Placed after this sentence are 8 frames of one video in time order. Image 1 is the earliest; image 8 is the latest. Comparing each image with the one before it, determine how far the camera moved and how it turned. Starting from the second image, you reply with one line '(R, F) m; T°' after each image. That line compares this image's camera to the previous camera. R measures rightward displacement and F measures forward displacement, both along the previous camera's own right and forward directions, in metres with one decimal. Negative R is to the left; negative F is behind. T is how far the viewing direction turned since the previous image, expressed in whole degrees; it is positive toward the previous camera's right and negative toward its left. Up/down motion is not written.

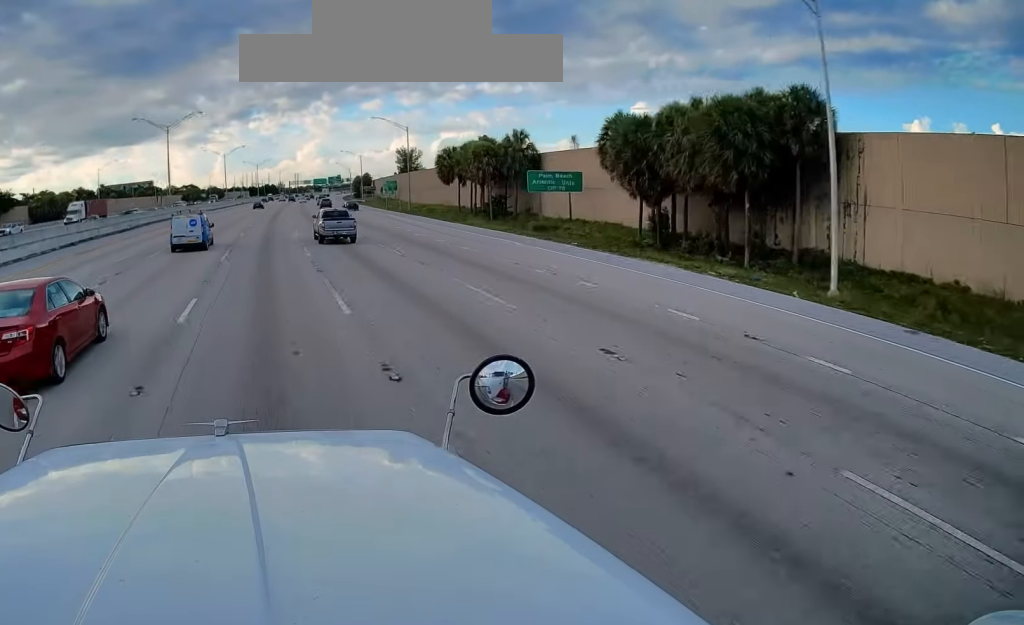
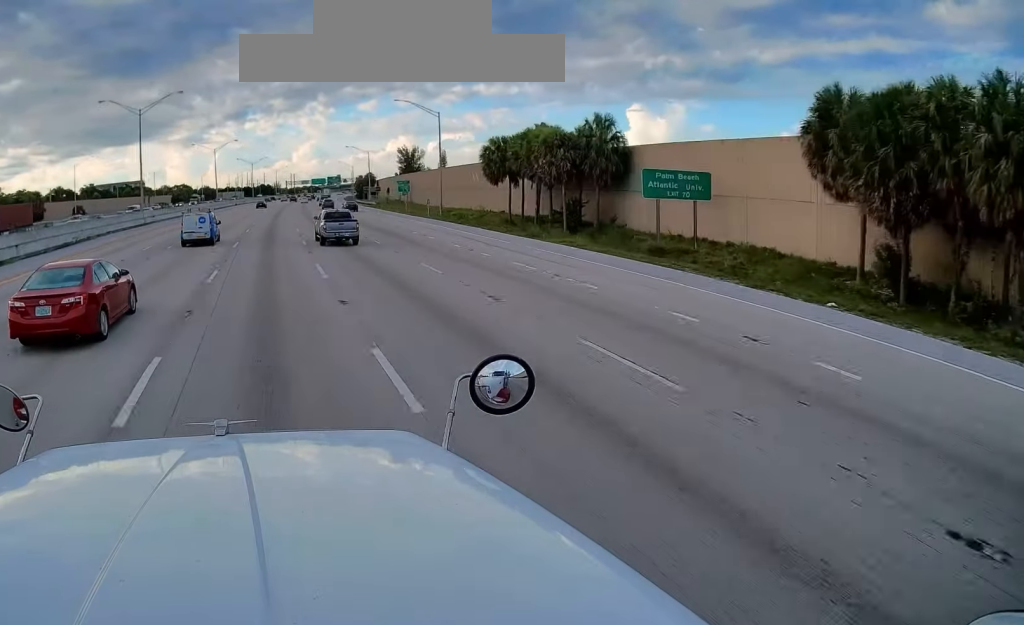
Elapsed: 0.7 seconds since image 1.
(0.0, +19.7) m; 0°
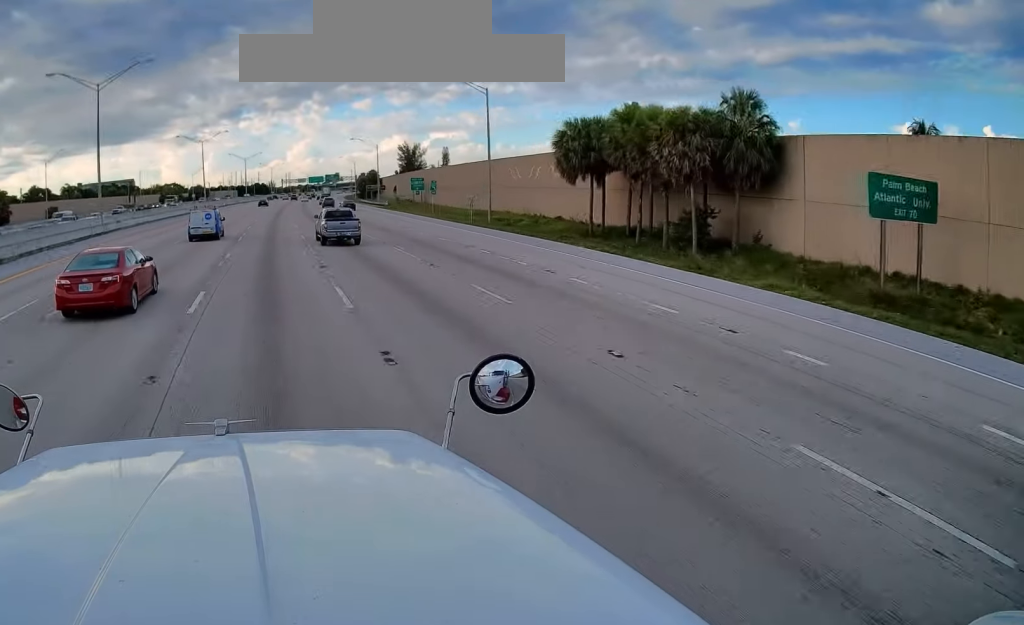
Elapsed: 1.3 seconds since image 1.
(+0.1, +17.7) m; 0°
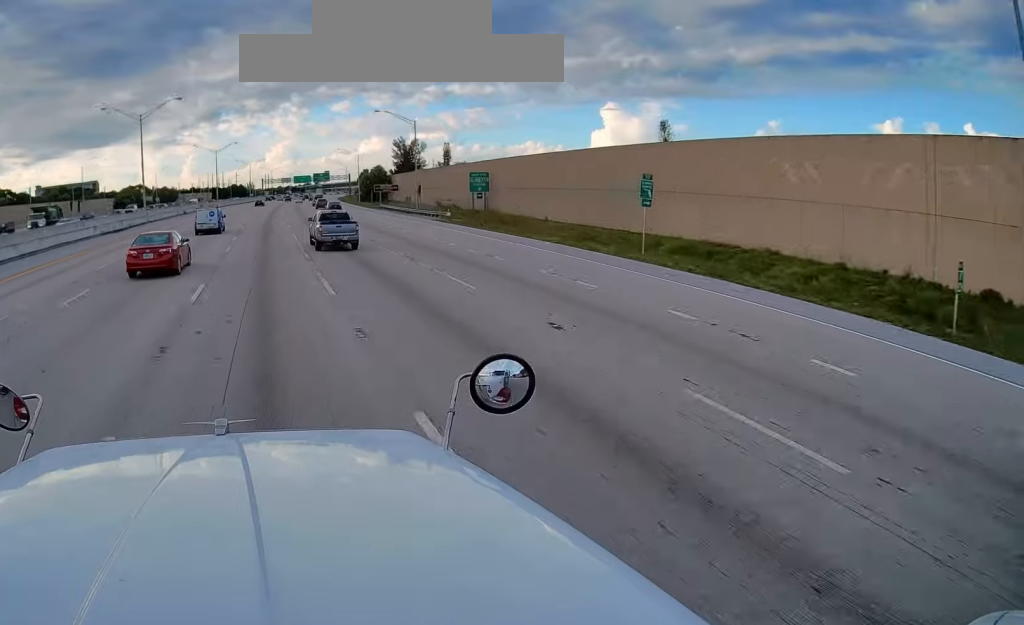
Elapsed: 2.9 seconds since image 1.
(+0.2, +47.2) m; +1°
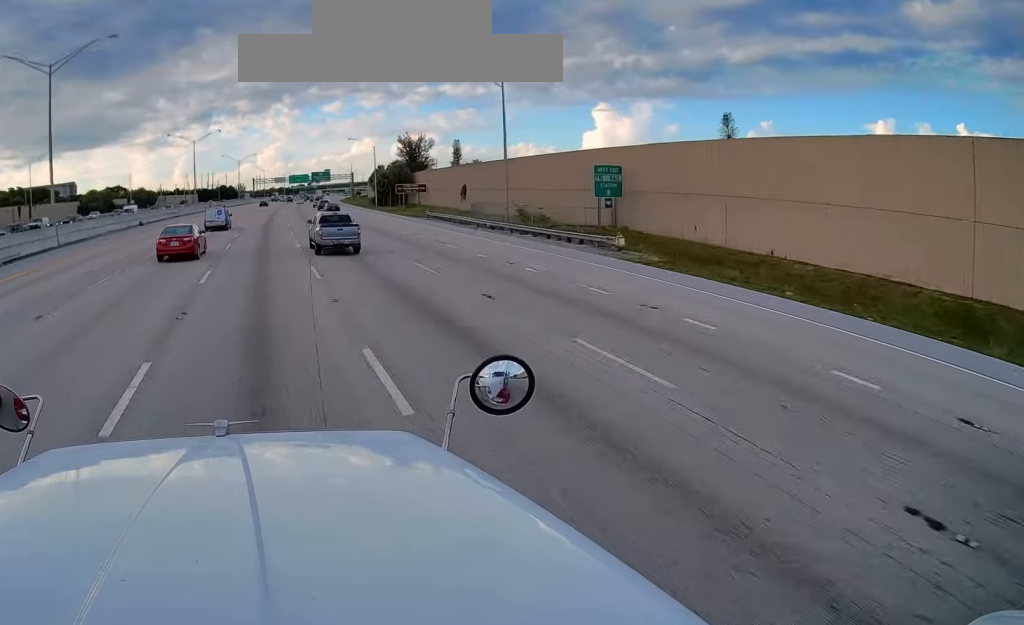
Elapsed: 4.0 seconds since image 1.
(+0.4, +32.7) m; +1°
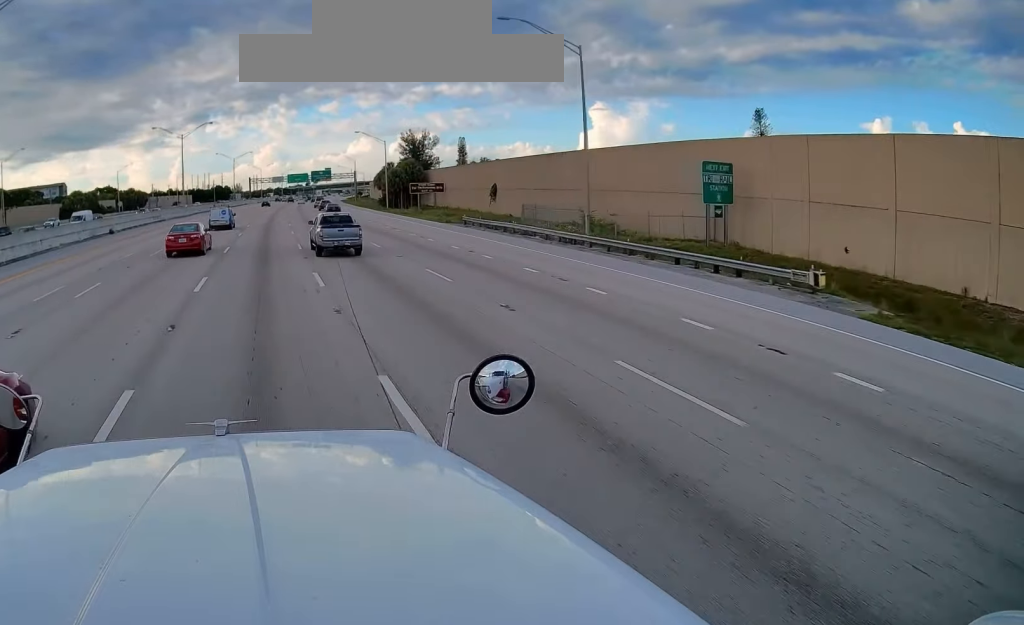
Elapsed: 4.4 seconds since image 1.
(+0.1, +13.9) m; 0°
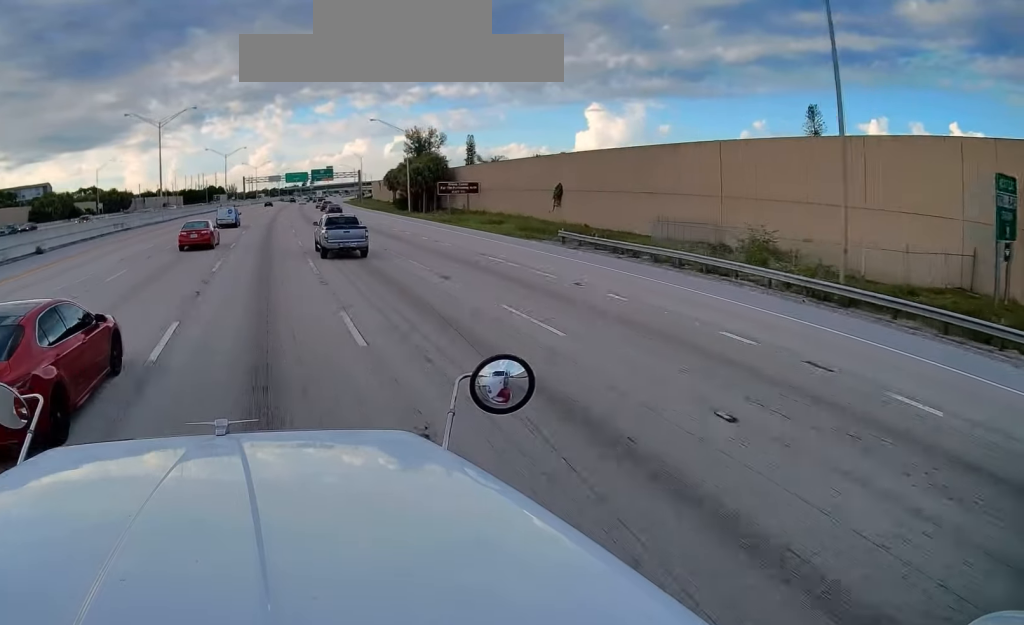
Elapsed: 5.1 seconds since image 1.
(0.0, +19.8) m; 0°
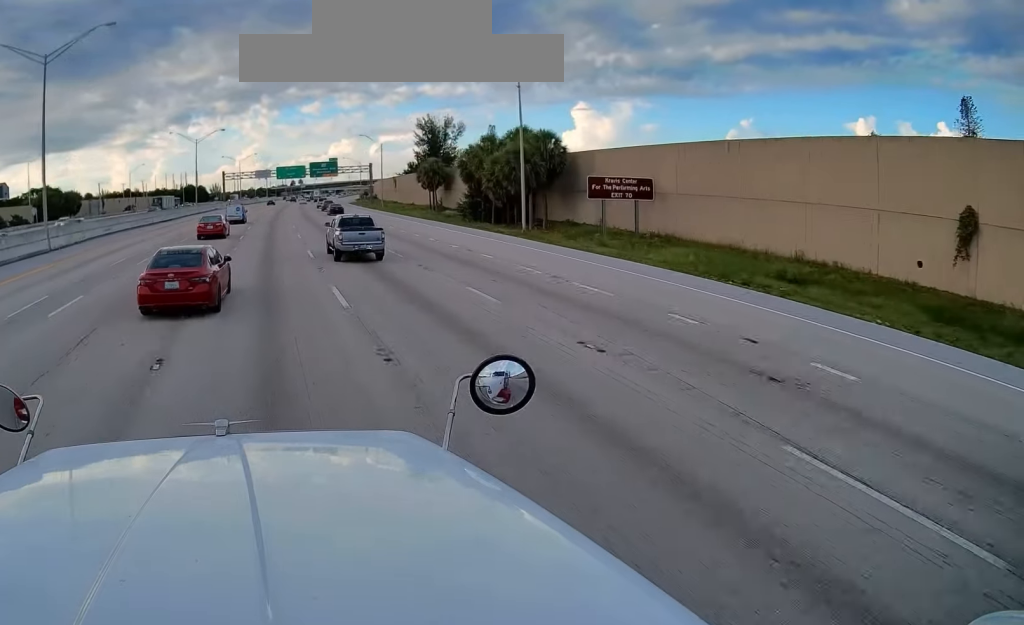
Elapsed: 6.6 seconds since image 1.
(+0.4, +44.5) m; +1°
